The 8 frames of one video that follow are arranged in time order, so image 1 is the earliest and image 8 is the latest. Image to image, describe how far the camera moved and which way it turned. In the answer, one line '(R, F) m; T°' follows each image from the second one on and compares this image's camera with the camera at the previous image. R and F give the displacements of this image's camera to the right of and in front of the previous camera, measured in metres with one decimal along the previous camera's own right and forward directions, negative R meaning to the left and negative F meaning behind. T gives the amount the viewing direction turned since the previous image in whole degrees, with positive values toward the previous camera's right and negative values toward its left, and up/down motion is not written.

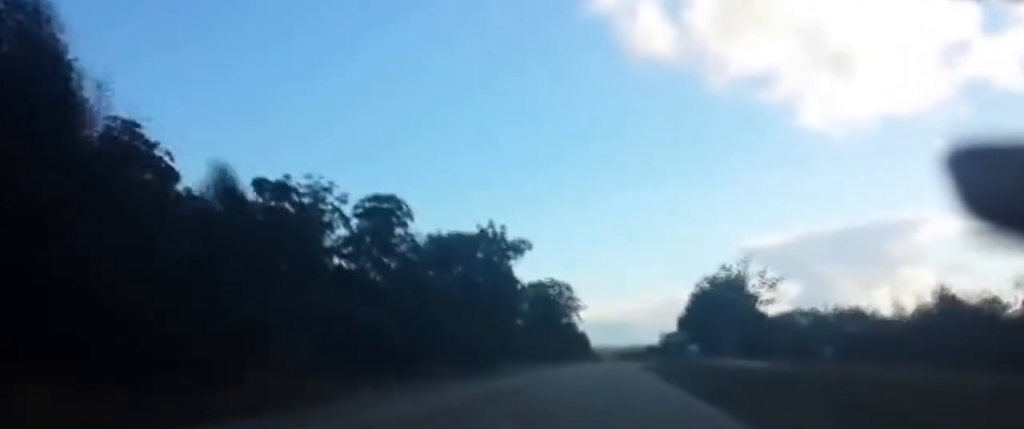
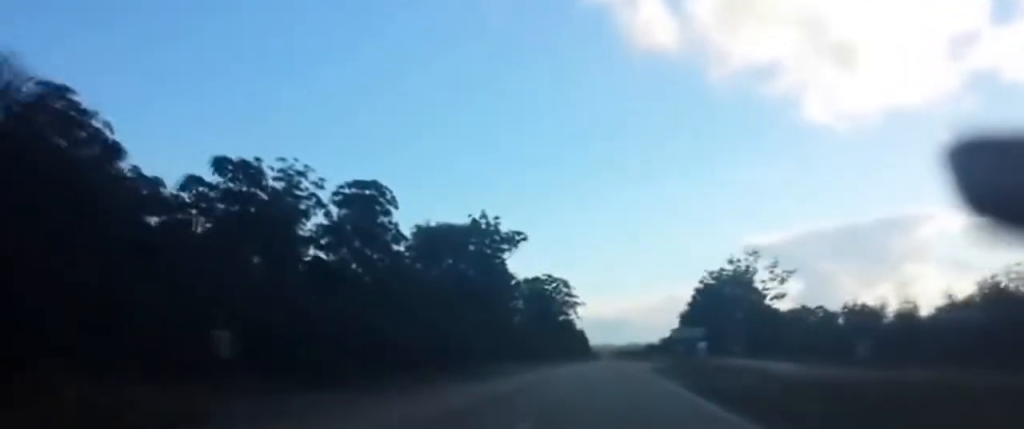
(0.0, +15.1) m; 0°
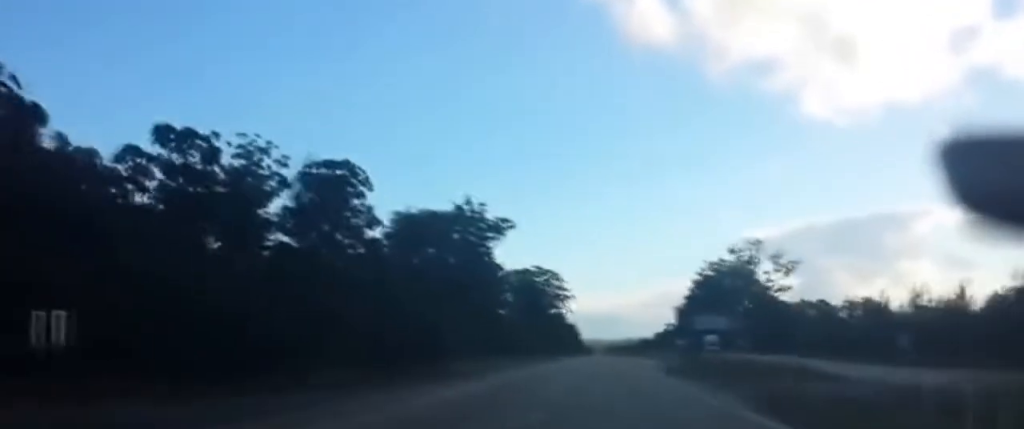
(-0.1, +16.8) m; 0°
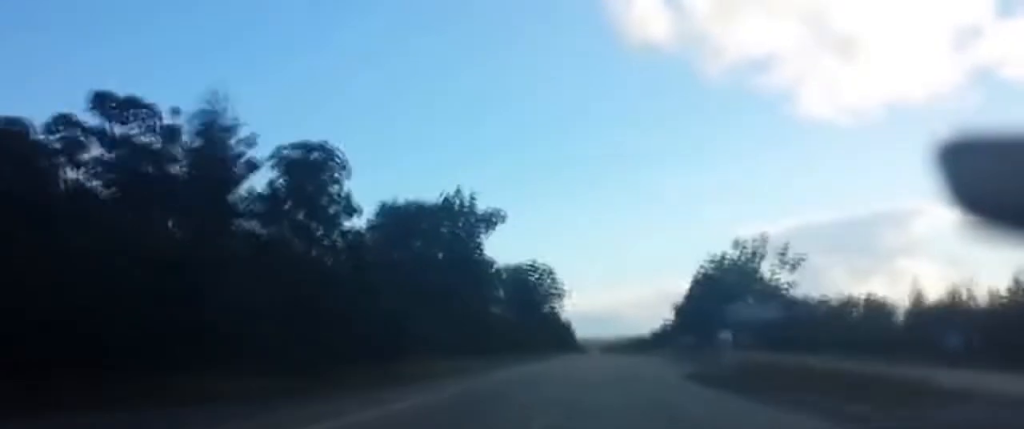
(-0.2, +14.1) m; 0°
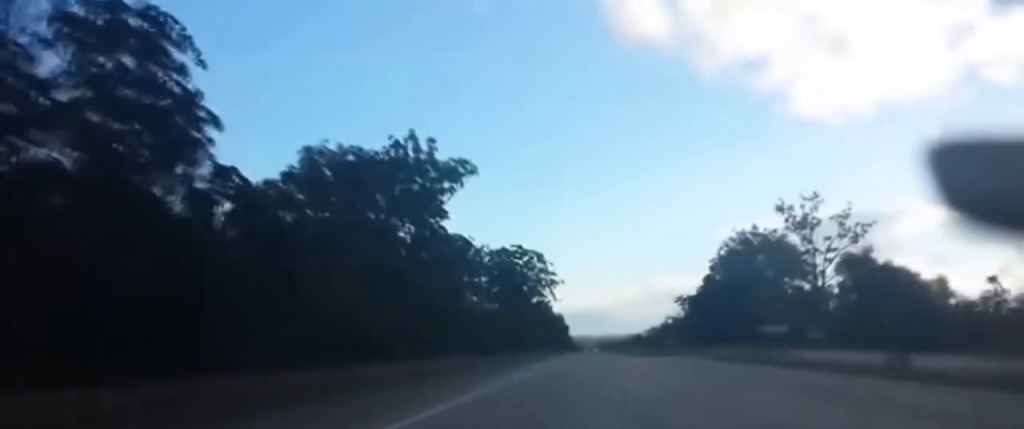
(+0.7, +69.4) m; +2°
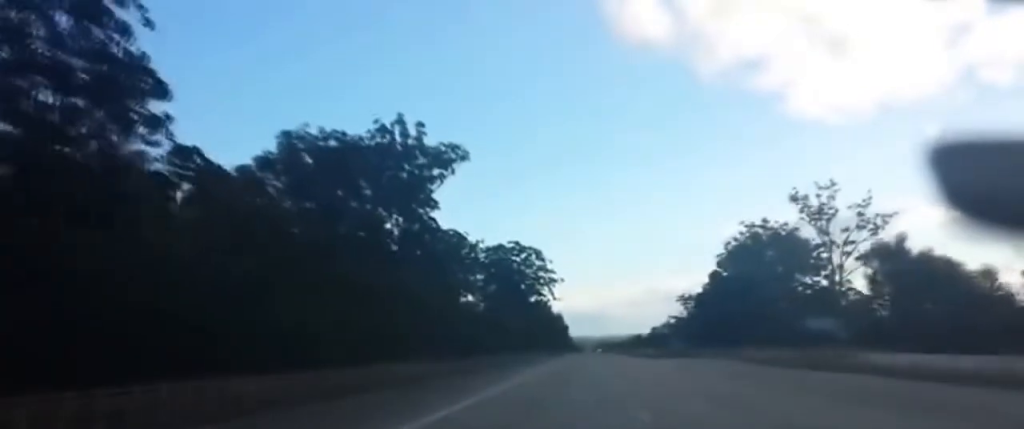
(0.0, +14.3) m; 0°
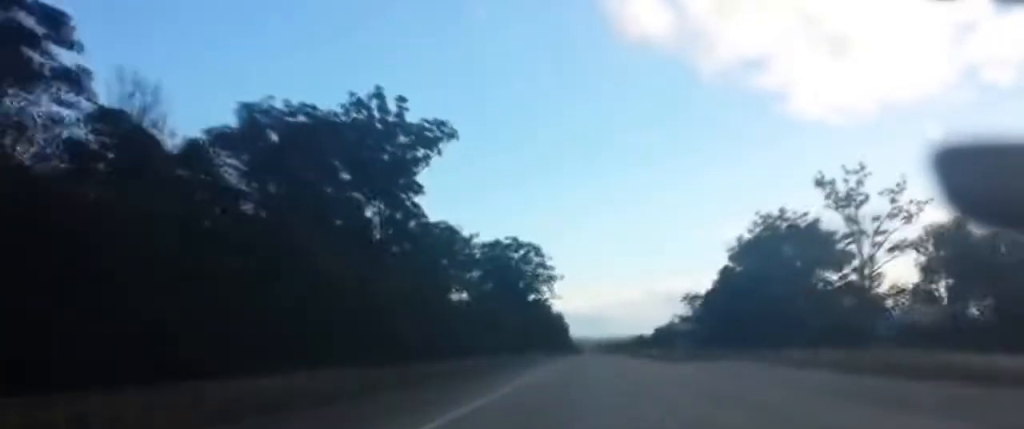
(0.0, +18.4) m; 0°
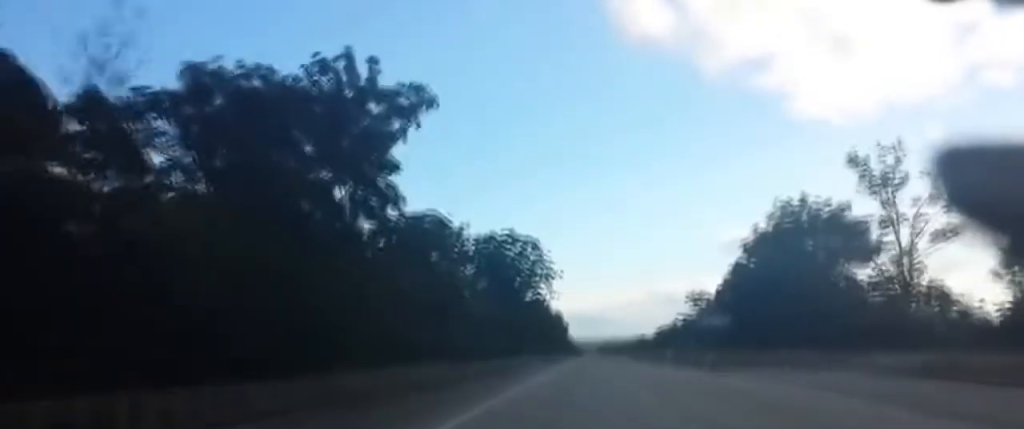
(0.0, +20.5) m; 0°
